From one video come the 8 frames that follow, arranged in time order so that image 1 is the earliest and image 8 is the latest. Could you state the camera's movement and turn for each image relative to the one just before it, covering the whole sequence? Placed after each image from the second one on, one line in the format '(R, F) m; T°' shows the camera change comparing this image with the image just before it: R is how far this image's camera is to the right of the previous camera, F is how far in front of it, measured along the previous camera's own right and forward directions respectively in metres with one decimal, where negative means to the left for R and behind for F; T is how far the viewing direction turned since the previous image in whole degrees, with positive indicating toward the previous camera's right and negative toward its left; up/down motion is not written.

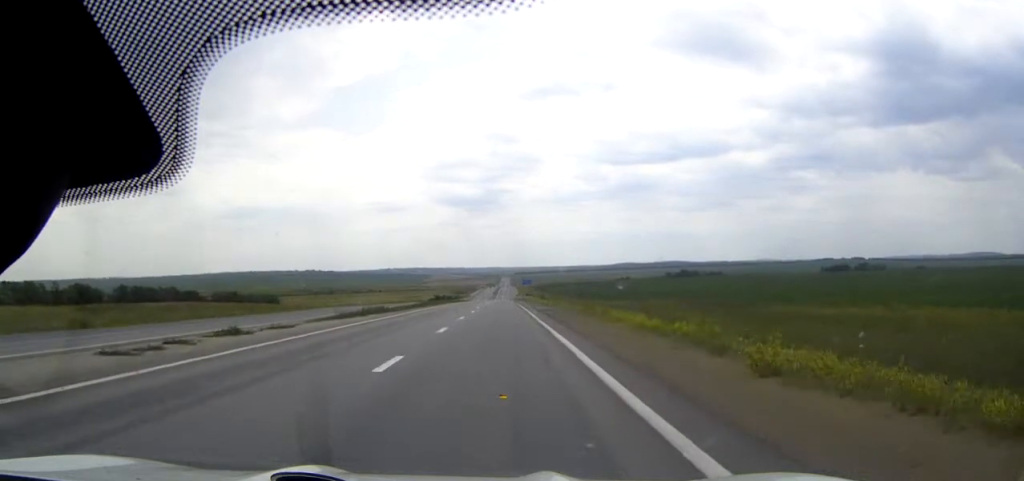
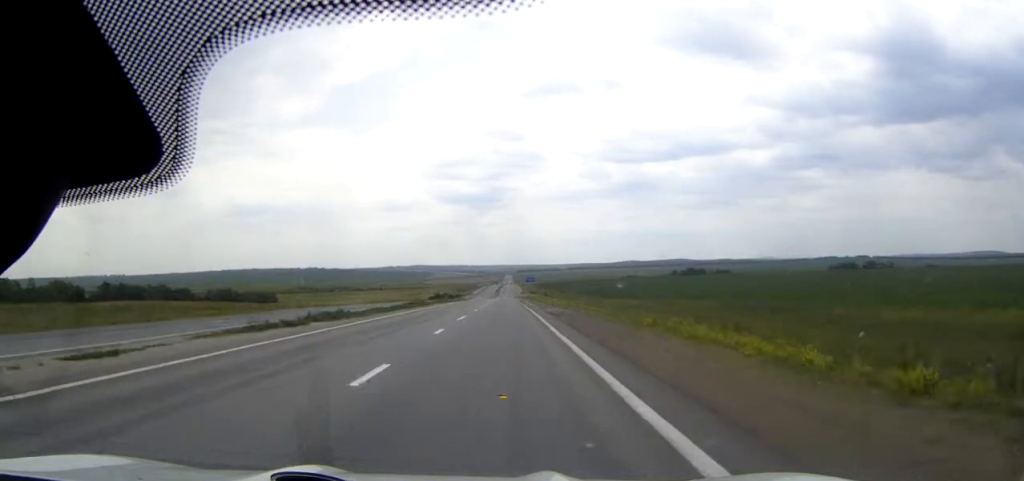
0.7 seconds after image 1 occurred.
(0.0, +14.0) m; 0°
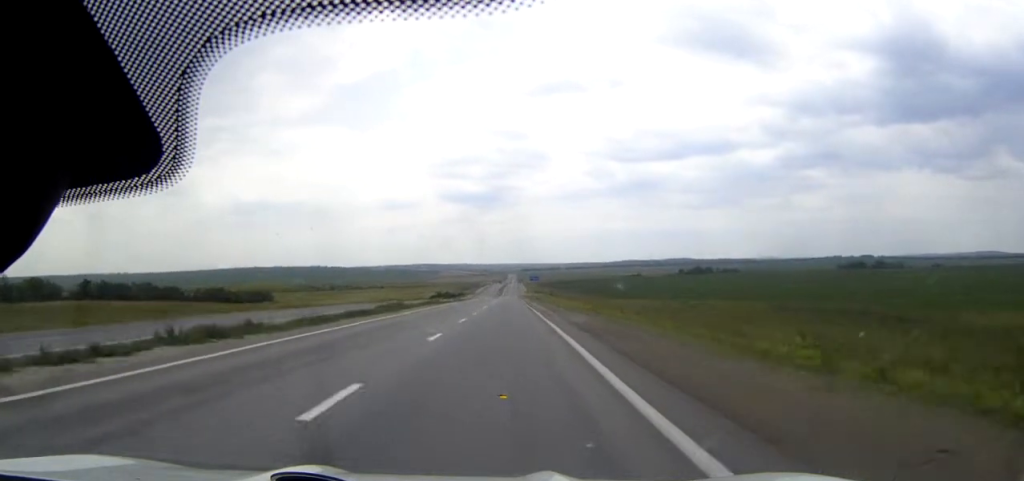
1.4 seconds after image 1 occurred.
(0.0, +14.7) m; 0°
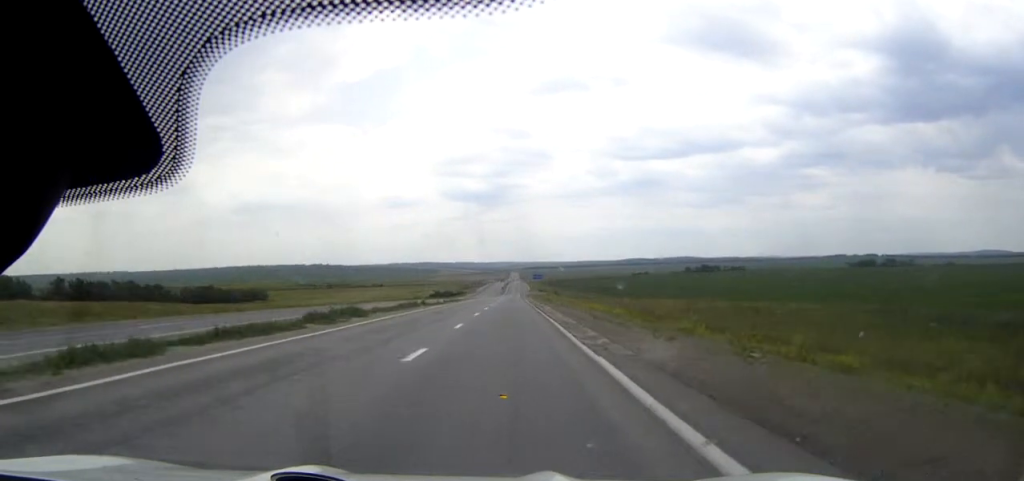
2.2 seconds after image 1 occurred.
(0.0, +17.6) m; 0°
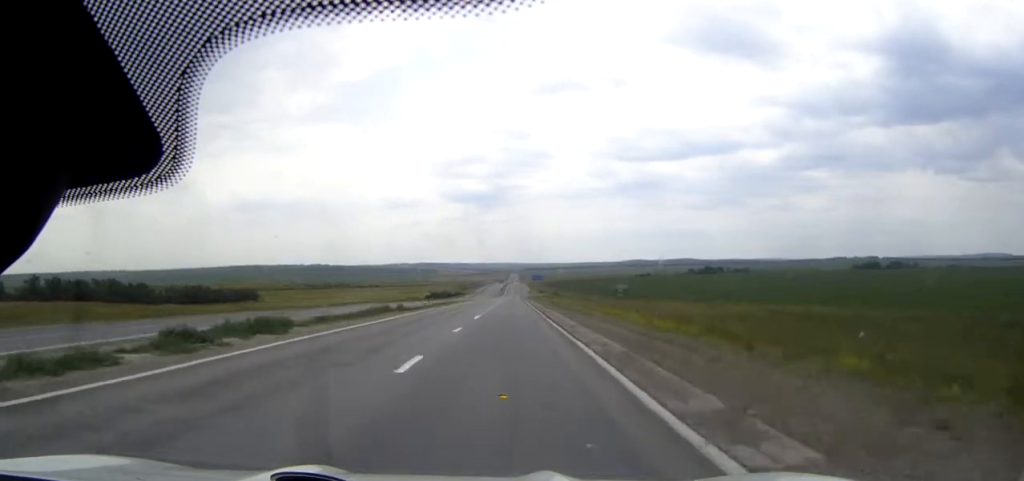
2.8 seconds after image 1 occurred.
(0.0, +13.4) m; 0°
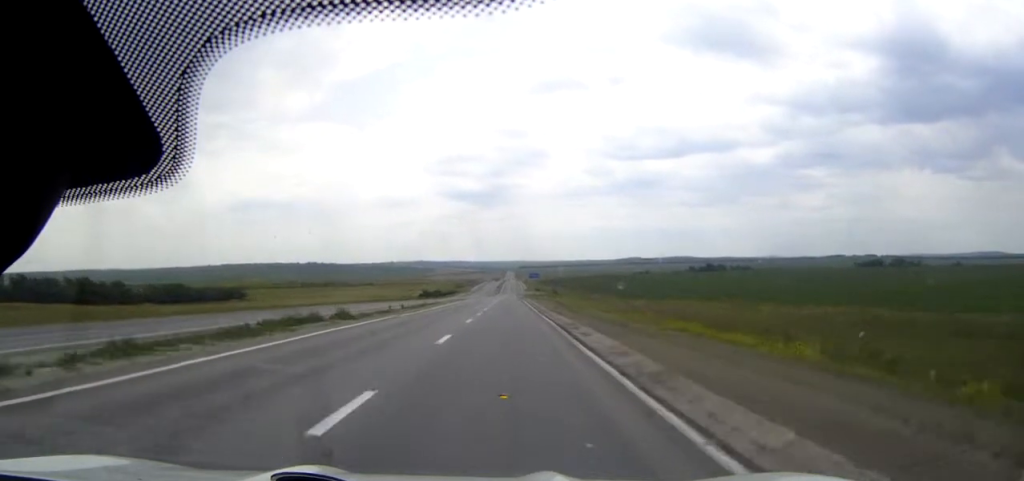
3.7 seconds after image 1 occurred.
(0.0, +17.6) m; 0°
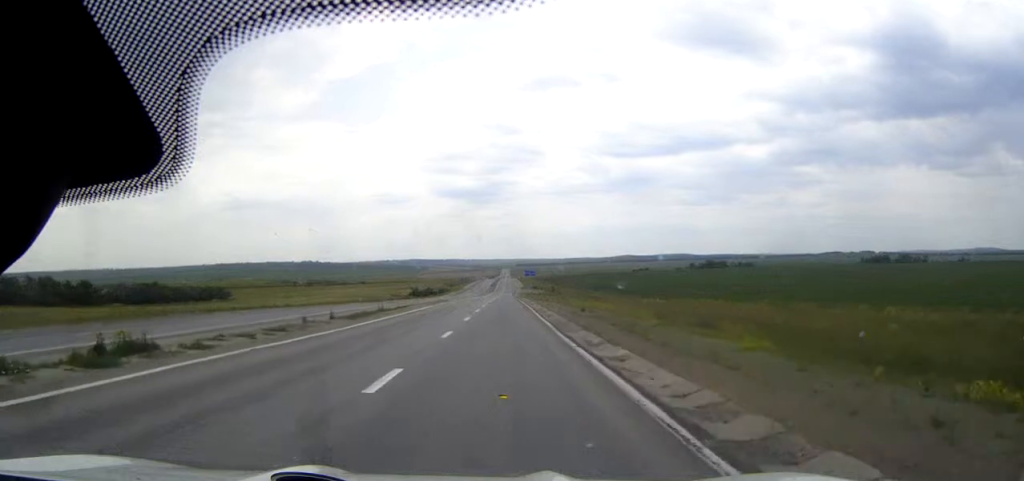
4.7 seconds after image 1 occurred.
(+0.1, +21.0) m; 0°
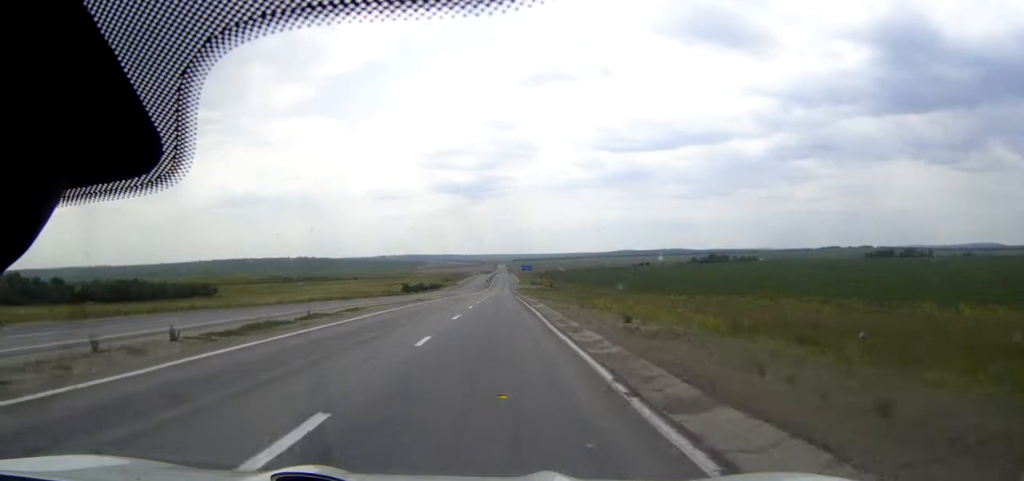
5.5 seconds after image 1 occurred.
(+0.1, +16.8) m; 0°
